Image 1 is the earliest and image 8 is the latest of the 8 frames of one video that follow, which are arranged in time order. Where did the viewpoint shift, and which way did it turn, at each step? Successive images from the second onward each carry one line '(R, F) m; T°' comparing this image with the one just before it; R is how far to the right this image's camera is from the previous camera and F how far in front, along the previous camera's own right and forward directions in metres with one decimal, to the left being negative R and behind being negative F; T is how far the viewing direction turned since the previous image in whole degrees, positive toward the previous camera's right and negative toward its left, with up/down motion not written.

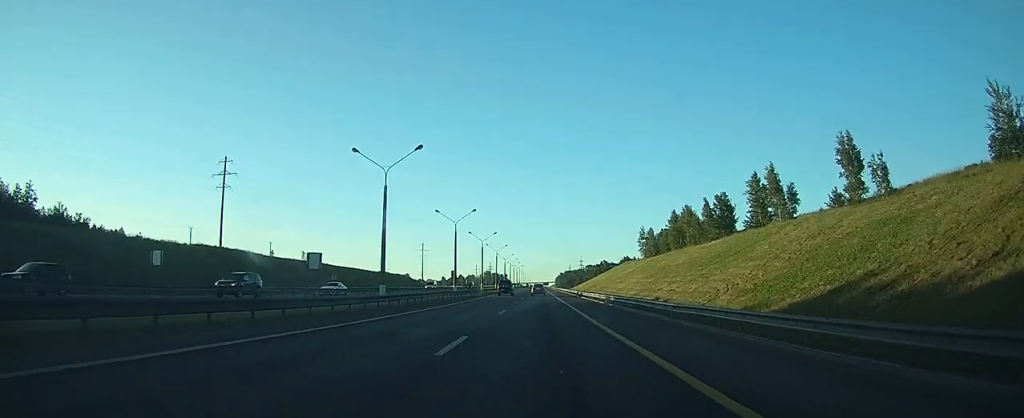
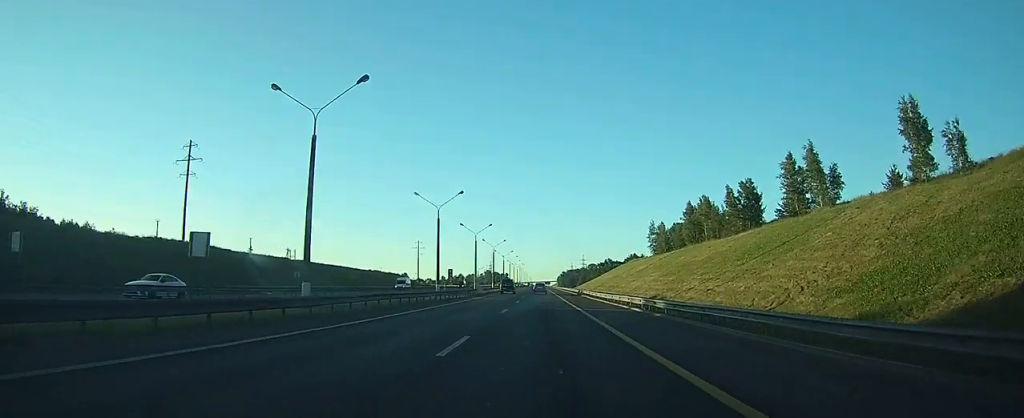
(0.0, +15.7) m; 0°
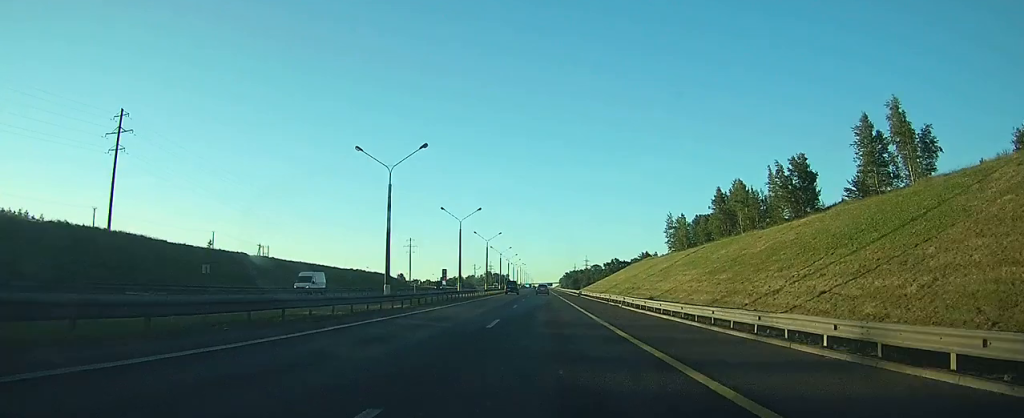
(+0.1, +23.8) m; 0°
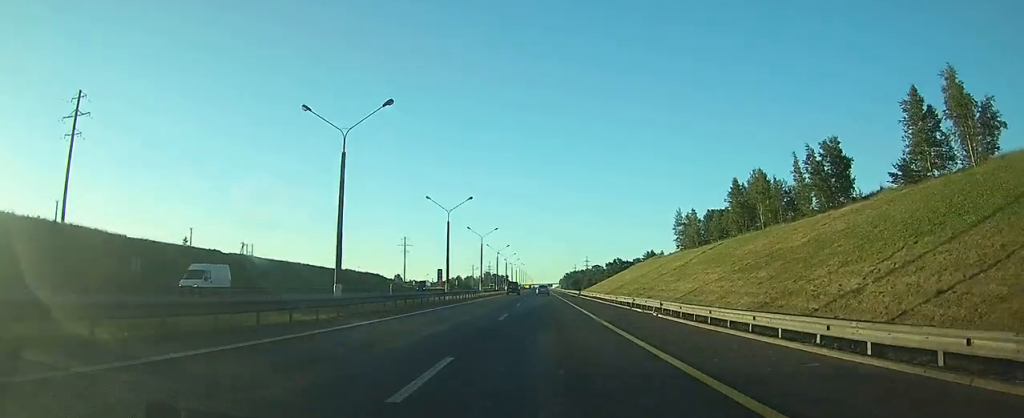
(0.0, +11.3) m; 0°
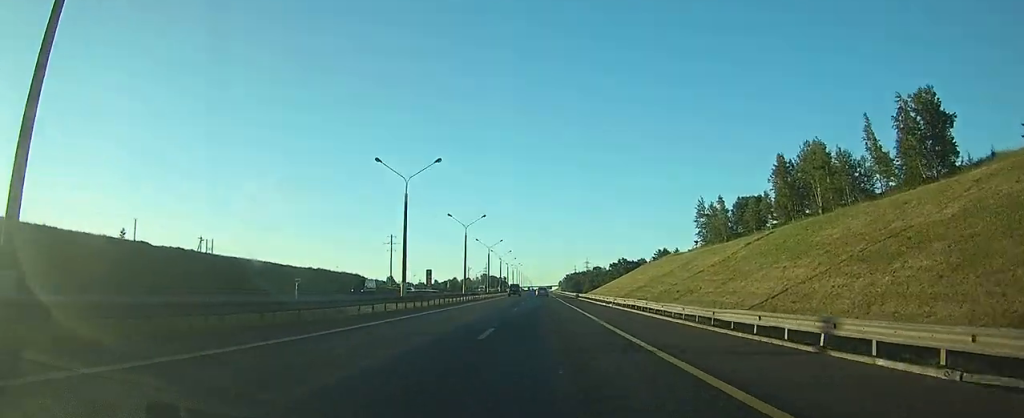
(-0.1, +23.5) m; 0°
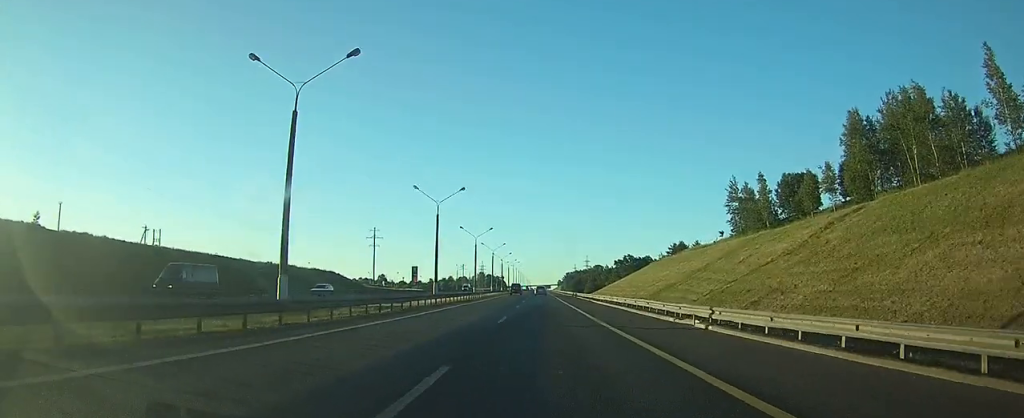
(+0.1, +24.4) m; 0°
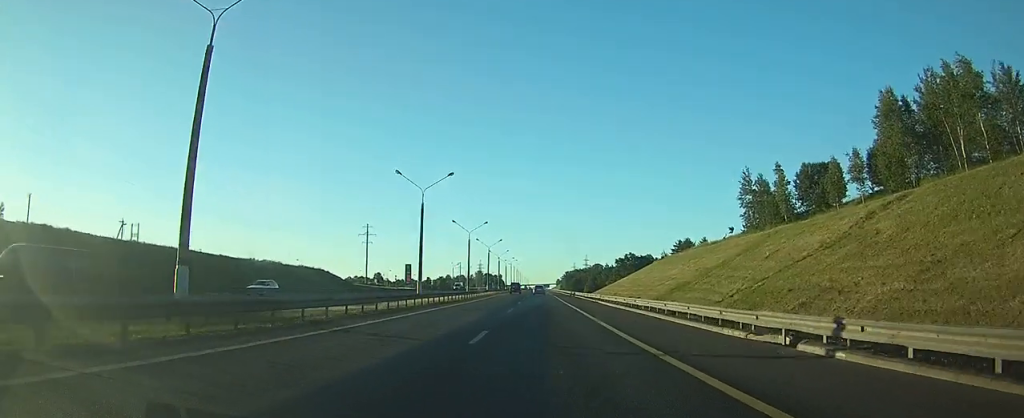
(0.0, +8.2) m; 0°
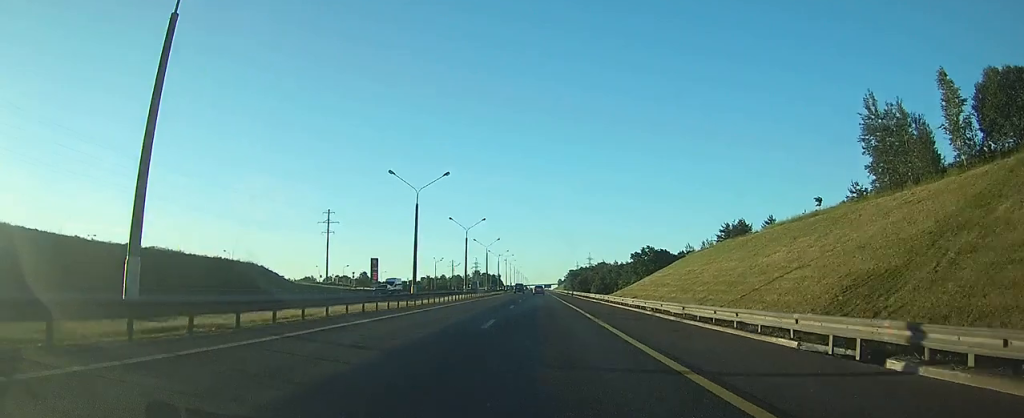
(+0.1, +42.8) m; 0°
